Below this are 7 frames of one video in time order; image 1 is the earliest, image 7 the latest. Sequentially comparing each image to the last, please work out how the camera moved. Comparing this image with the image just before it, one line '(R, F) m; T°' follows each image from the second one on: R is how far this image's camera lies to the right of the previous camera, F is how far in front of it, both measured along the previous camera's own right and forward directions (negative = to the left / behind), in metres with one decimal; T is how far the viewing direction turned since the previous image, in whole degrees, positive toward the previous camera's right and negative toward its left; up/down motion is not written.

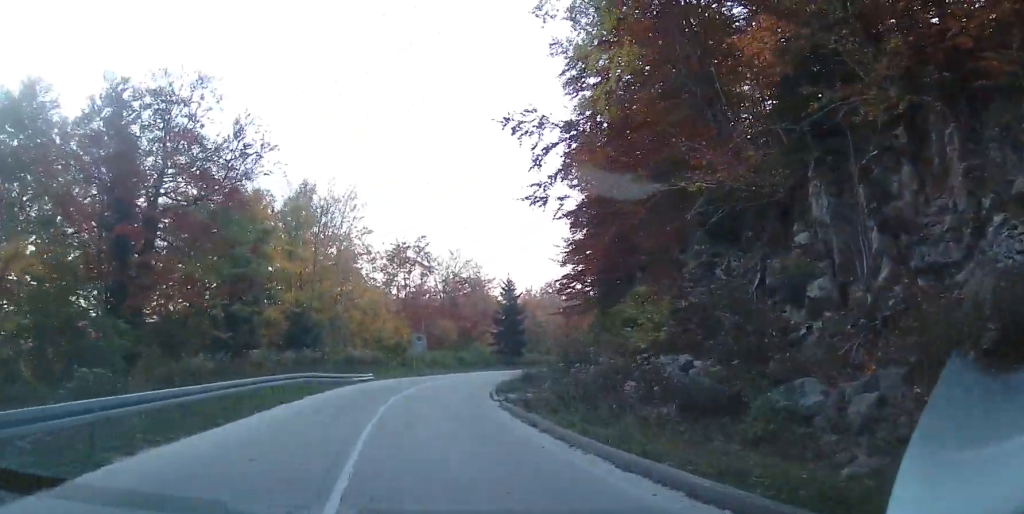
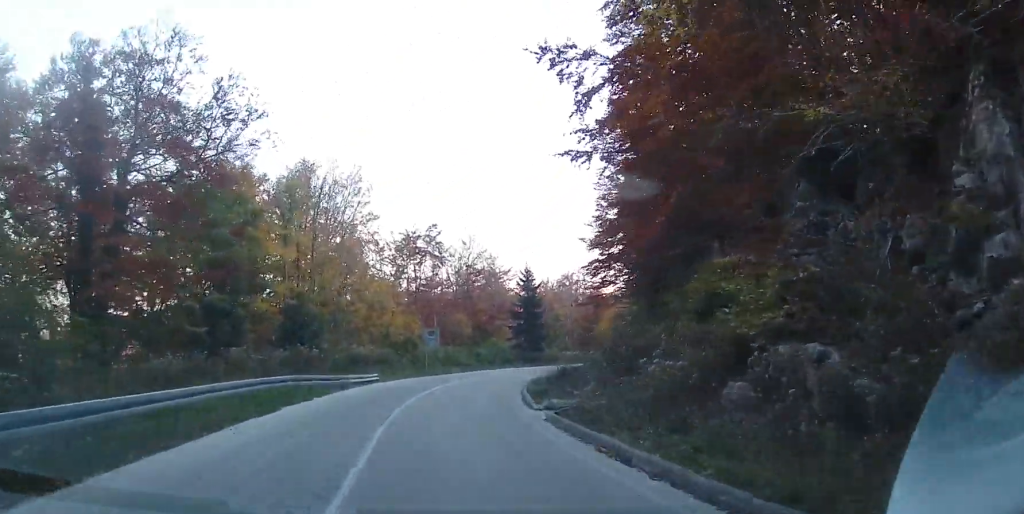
(+0.1, +4.7) m; 0°
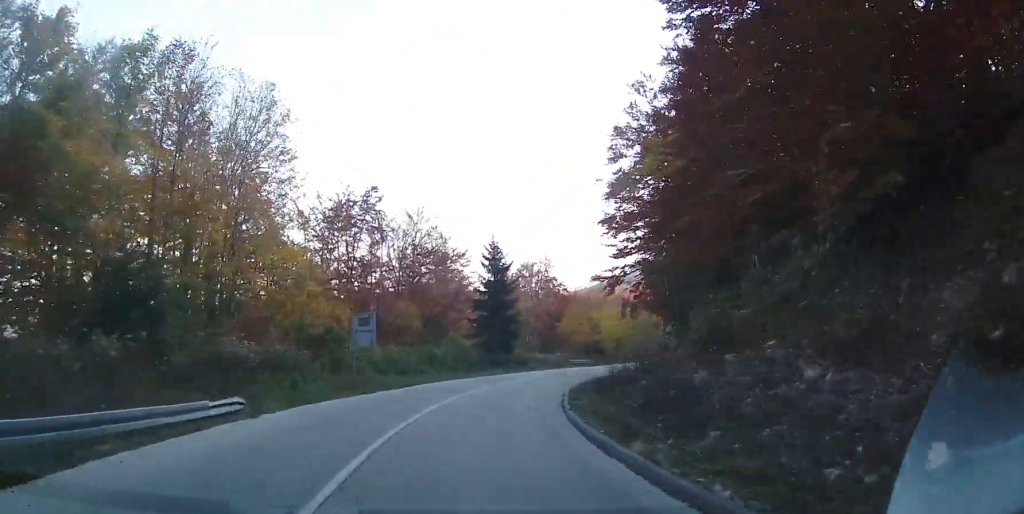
(+0.2, +16.1) m; +6°
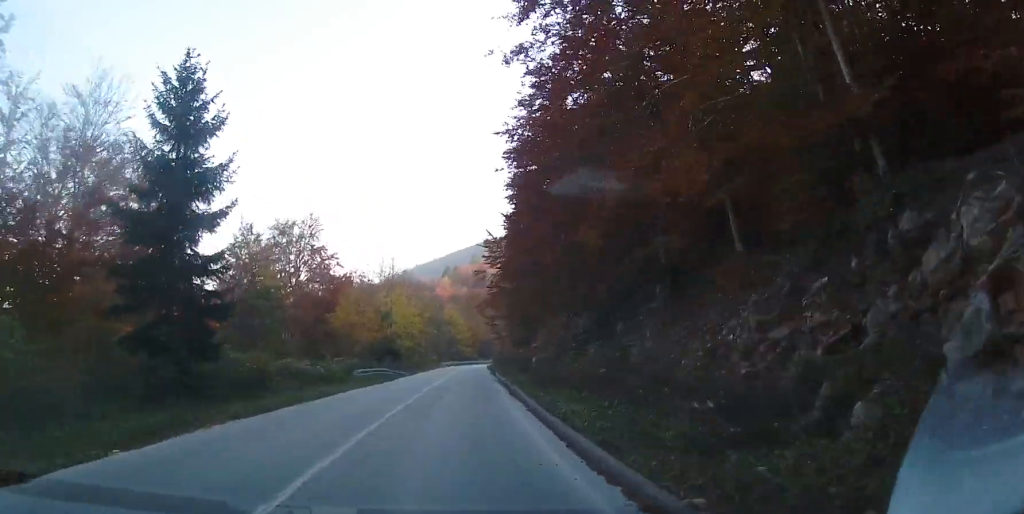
(+6.0, +30.3) m; +20°
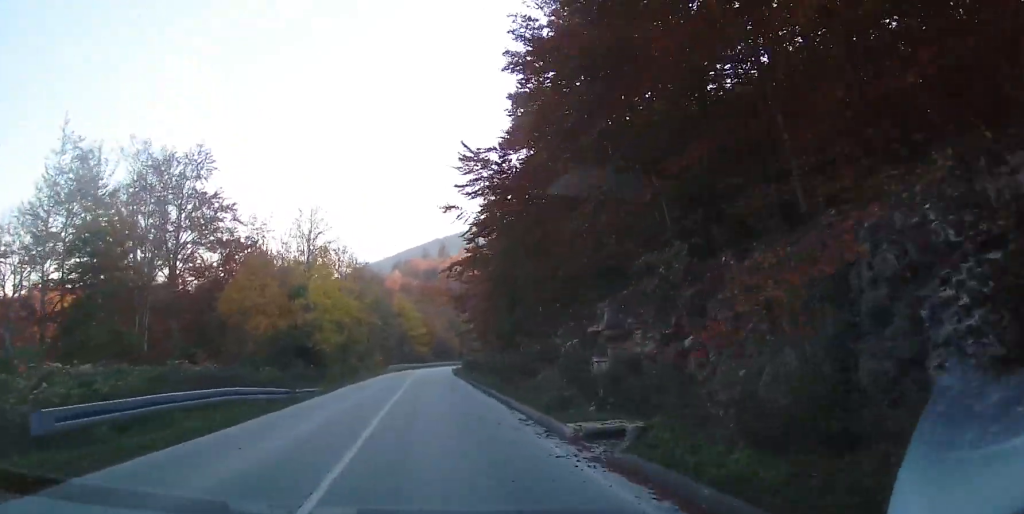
(+1.5, +21.9) m; +8°
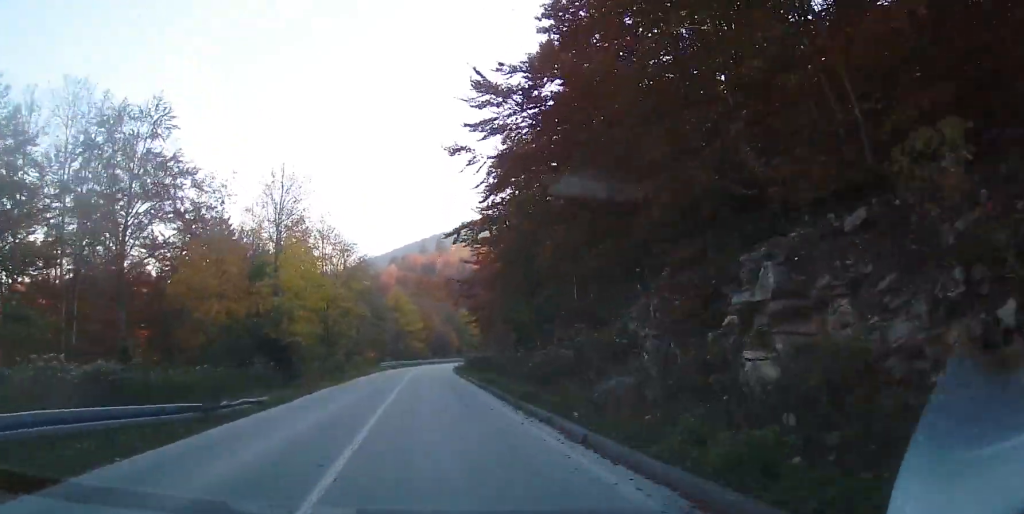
(+0.3, +8.0) m; +2°
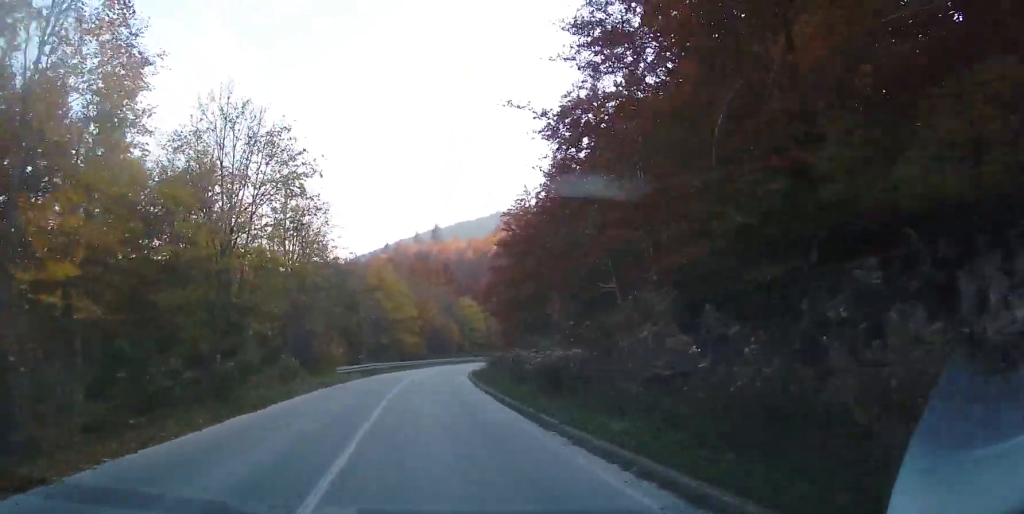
(+0.5, +26.1) m; 0°
